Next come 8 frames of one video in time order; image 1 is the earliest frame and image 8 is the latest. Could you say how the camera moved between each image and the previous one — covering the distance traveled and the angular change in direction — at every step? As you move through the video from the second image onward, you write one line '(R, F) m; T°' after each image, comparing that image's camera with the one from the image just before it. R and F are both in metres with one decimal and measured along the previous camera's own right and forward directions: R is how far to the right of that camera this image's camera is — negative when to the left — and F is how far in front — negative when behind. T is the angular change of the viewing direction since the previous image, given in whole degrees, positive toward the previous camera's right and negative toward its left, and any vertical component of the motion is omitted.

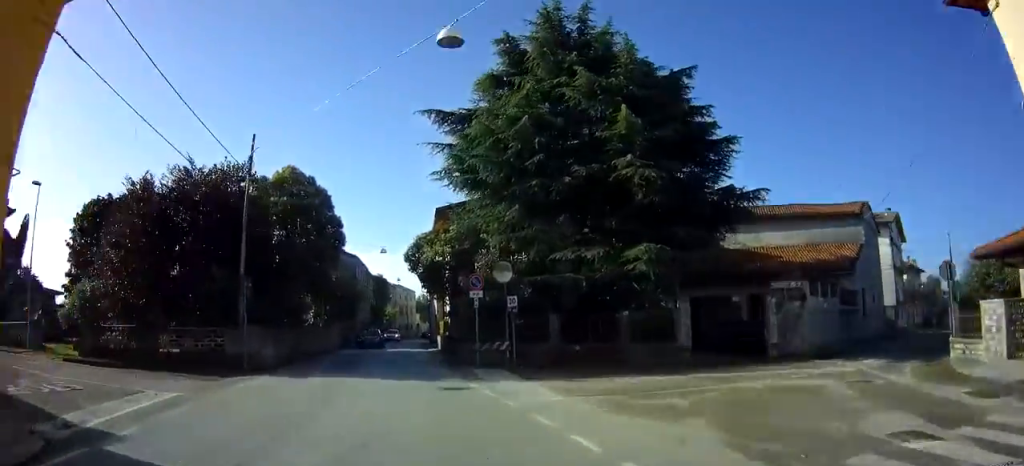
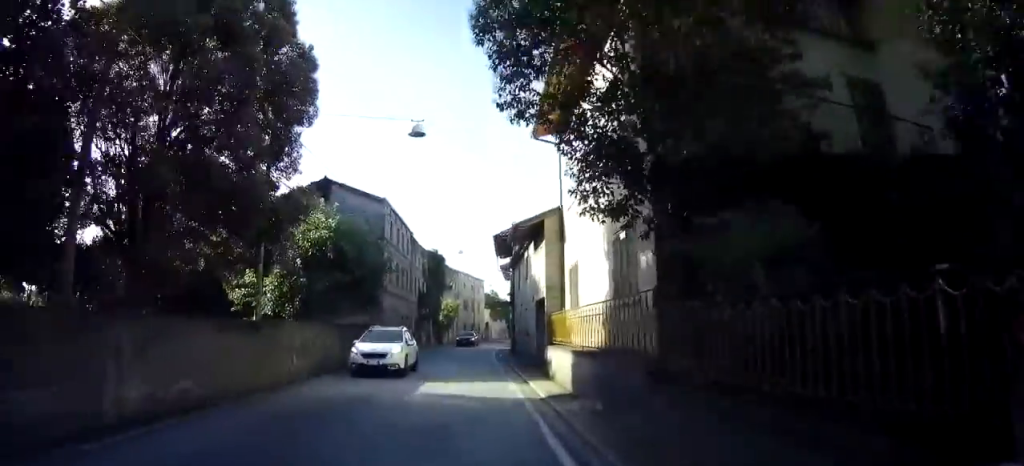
(-3.2, +22.5) m; -12°
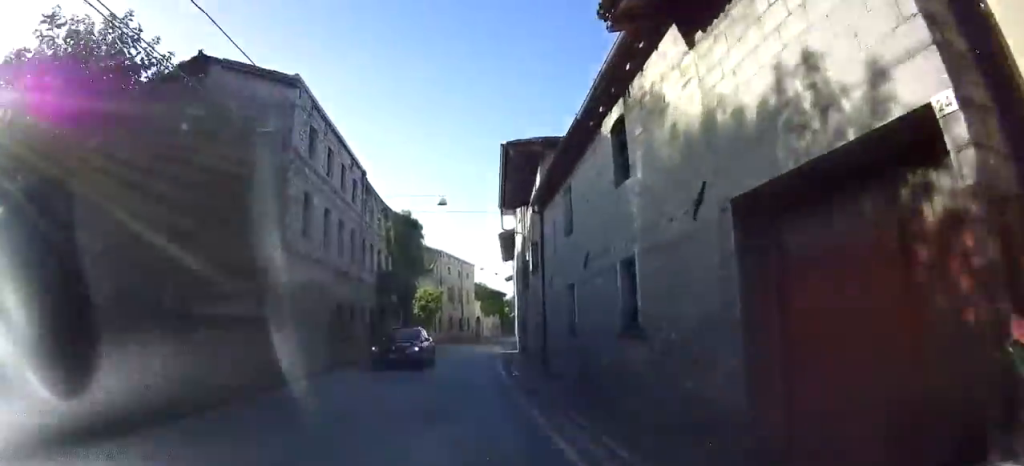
(+0.2, +14.5) m; +1°
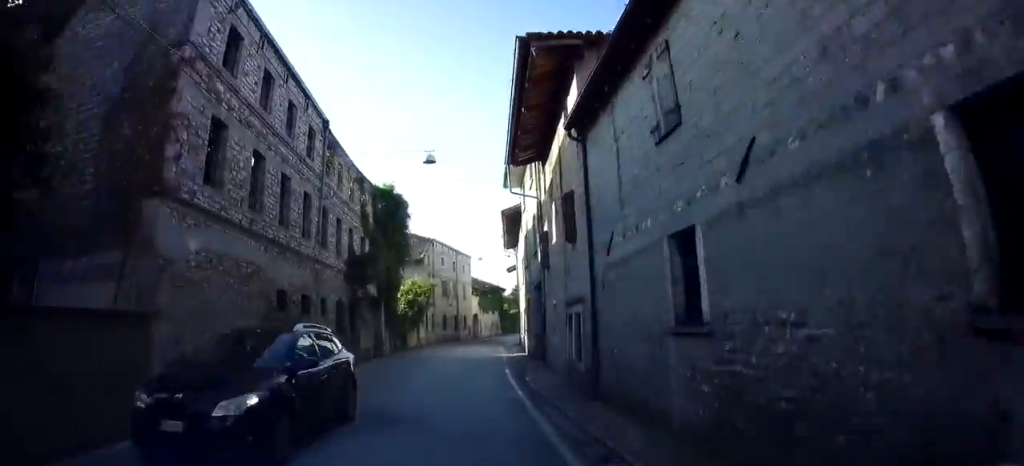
(0.0, +6.1) m; +1°
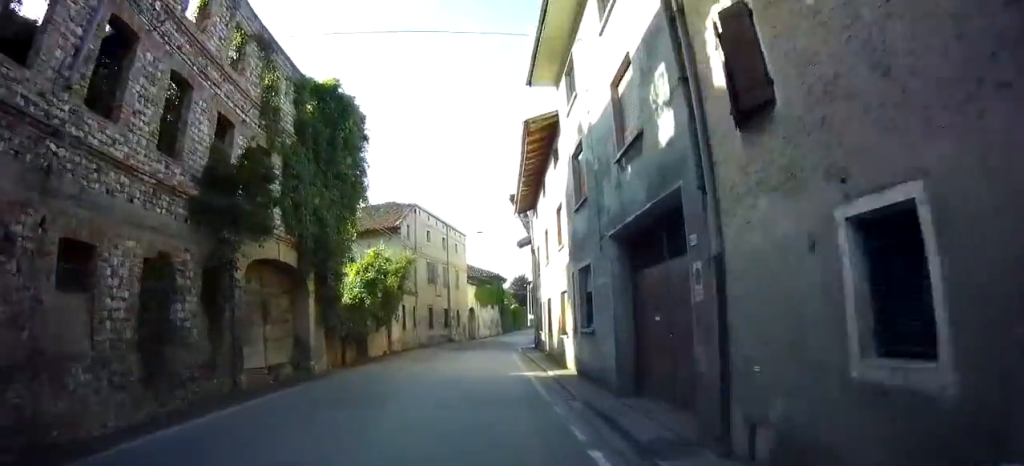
(+0.1, +12.0) m; +1°
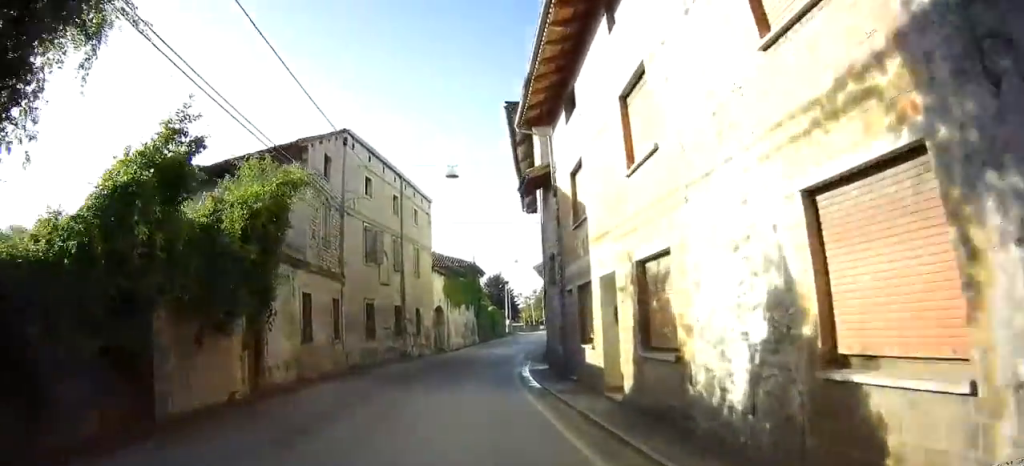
(0.0, +14.0) m; +2°
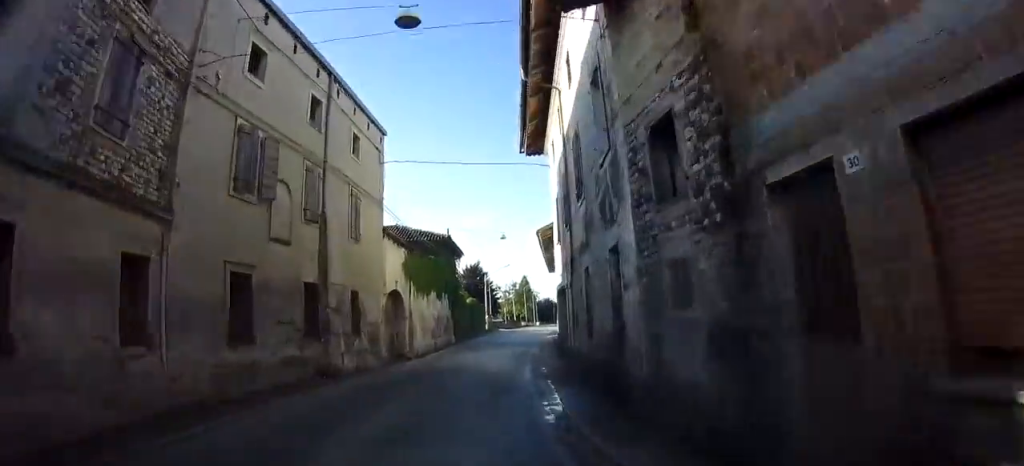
(+0.3, +10.4) m; +3°
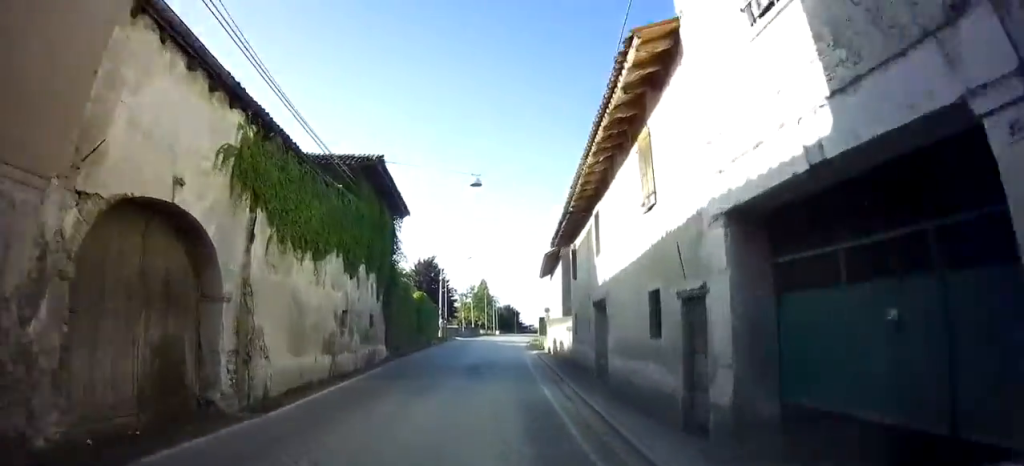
(+0.7, +14.5) m; +5°
